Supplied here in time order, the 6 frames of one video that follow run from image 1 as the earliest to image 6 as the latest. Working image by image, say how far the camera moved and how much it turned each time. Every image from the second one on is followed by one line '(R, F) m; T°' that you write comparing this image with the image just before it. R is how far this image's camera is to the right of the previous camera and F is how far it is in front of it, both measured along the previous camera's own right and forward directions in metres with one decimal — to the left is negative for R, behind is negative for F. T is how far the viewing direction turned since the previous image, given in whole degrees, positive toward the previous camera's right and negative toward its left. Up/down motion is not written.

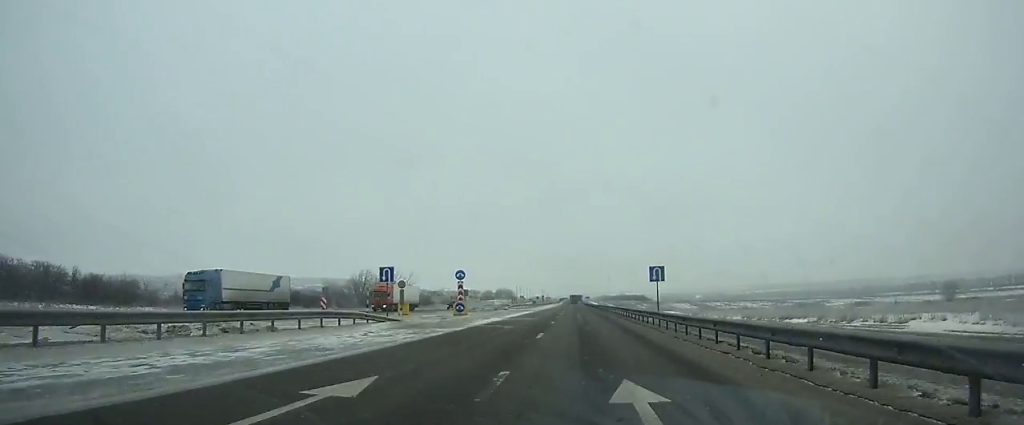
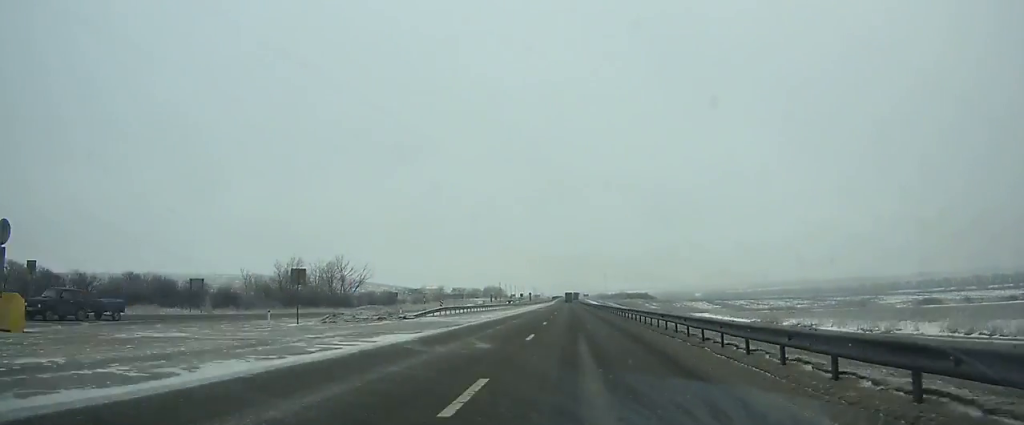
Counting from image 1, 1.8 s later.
(-0.1, +46.9) m; 0°
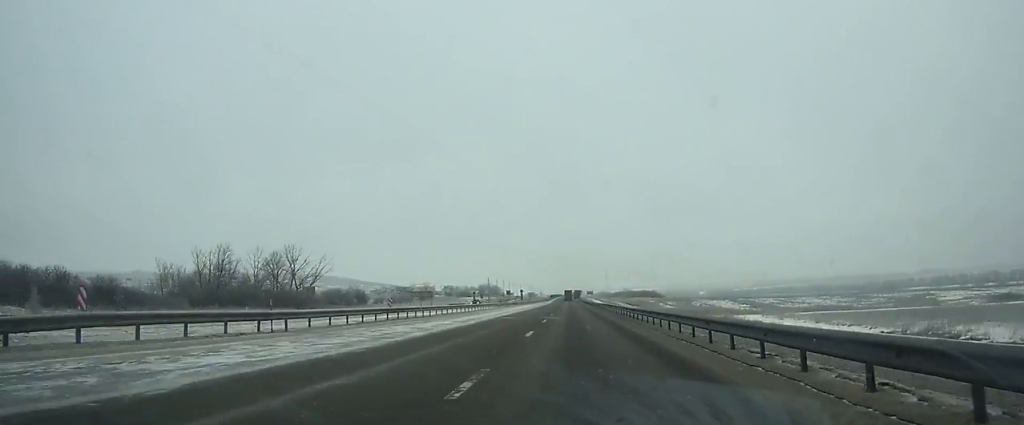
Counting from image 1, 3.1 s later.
(0.0, +33.1) m; 0°
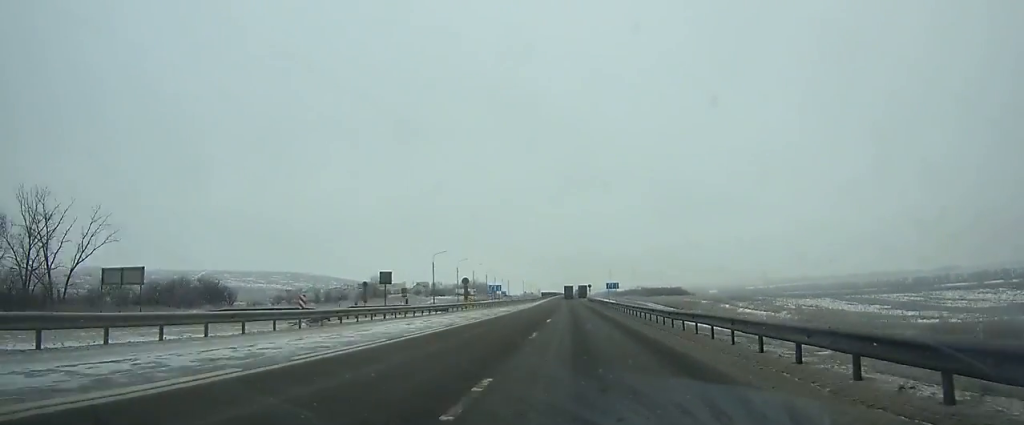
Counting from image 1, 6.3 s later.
(-0.1, +77.8) m; 0°
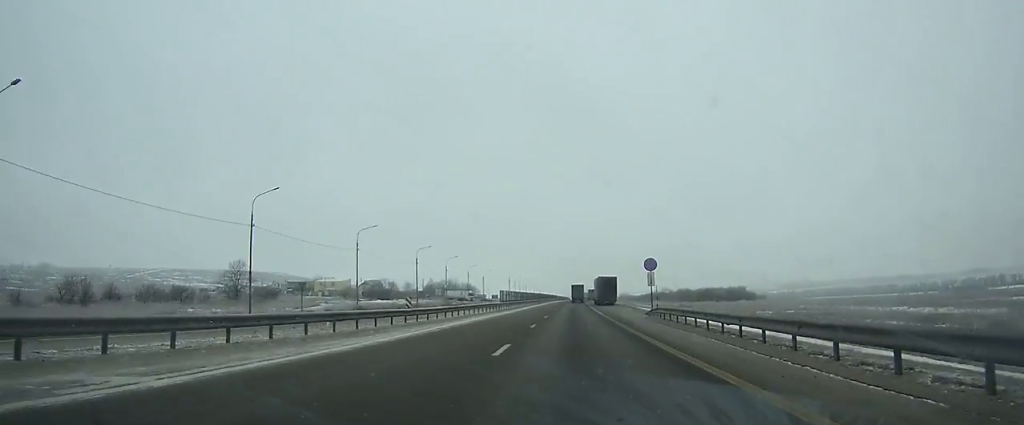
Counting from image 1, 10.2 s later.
(-0.3, +91.6) m; -1°
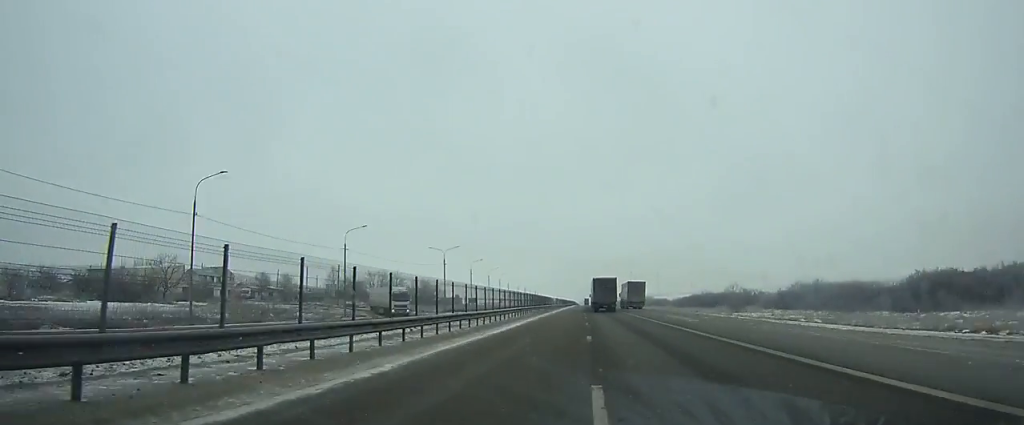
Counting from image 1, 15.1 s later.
(-0.7, +122.2) m; 0°
